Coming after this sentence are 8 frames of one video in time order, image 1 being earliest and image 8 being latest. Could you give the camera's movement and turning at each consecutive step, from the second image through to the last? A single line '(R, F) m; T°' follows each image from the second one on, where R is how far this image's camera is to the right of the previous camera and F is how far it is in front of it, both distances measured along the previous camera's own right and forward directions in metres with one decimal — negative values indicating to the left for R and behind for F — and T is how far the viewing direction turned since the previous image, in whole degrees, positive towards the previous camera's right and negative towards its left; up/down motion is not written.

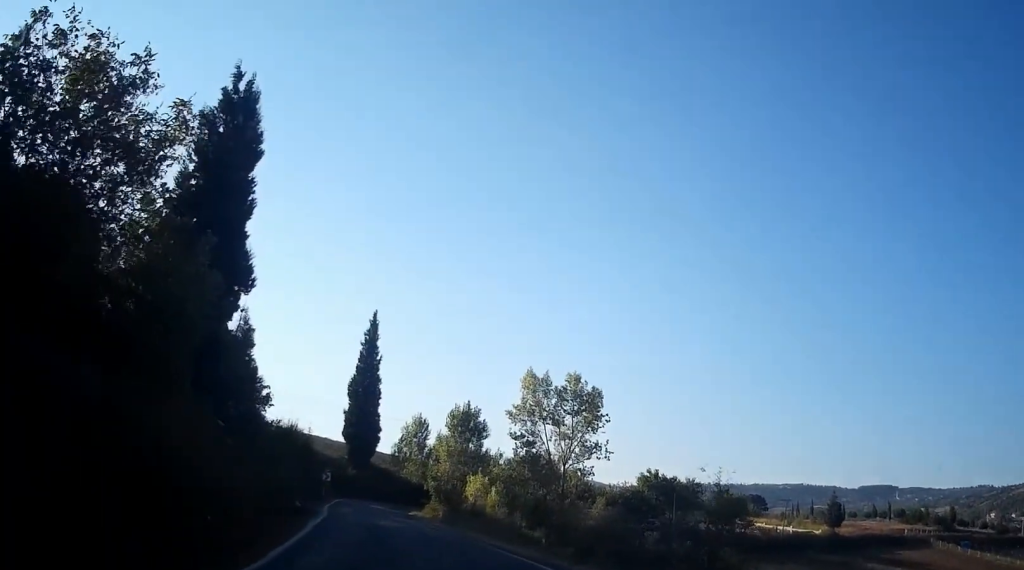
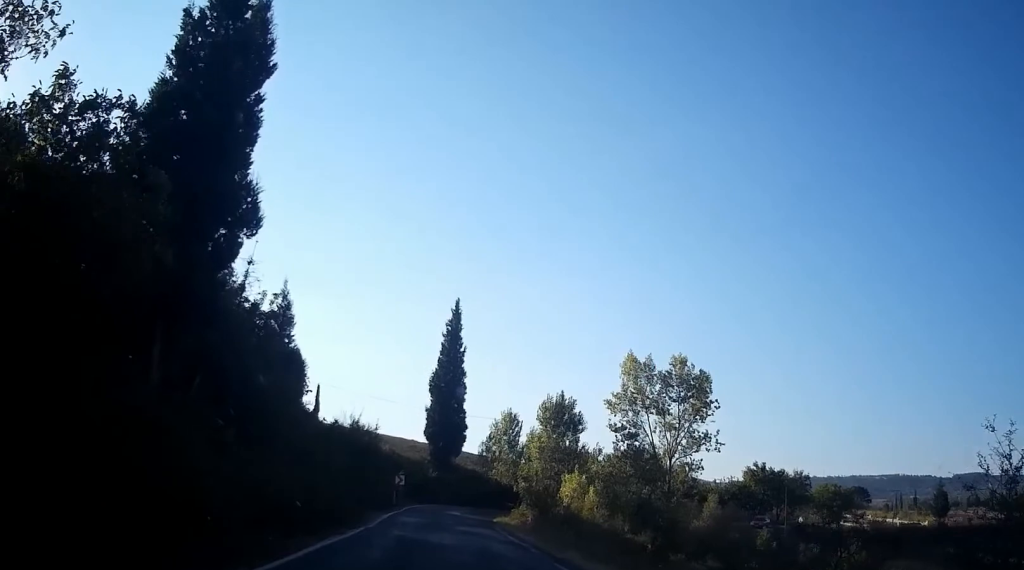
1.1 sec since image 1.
(-1.5, +11.1) m; -6°
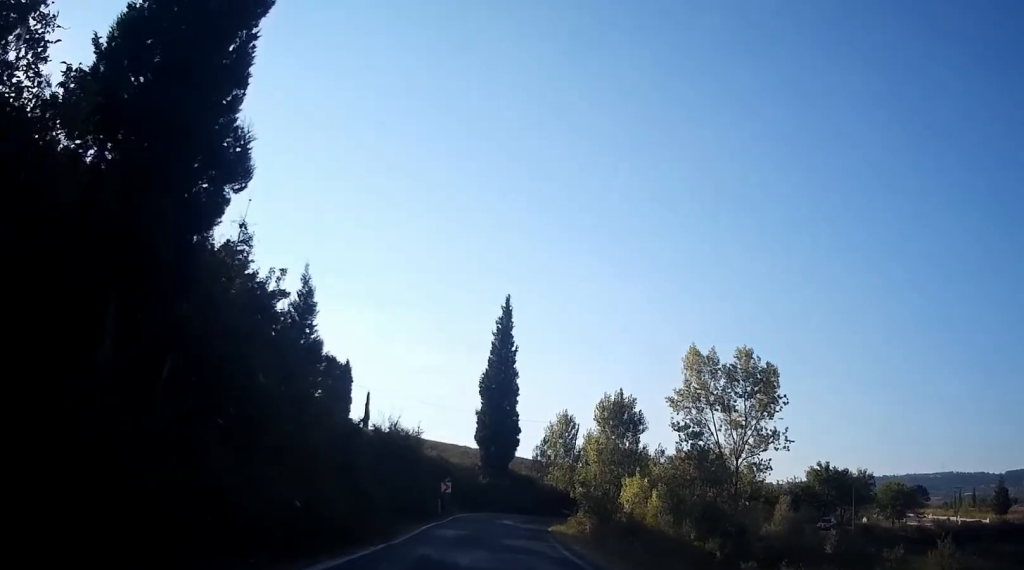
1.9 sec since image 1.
(+0.2, +8.3) m; 0°
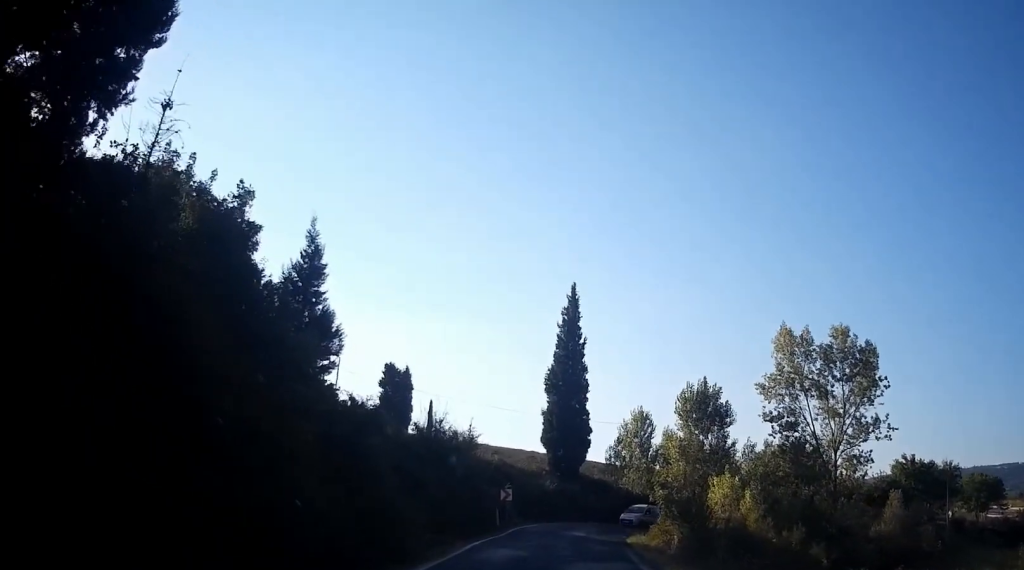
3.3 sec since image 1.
(-0.5, +15.9) m; -4°
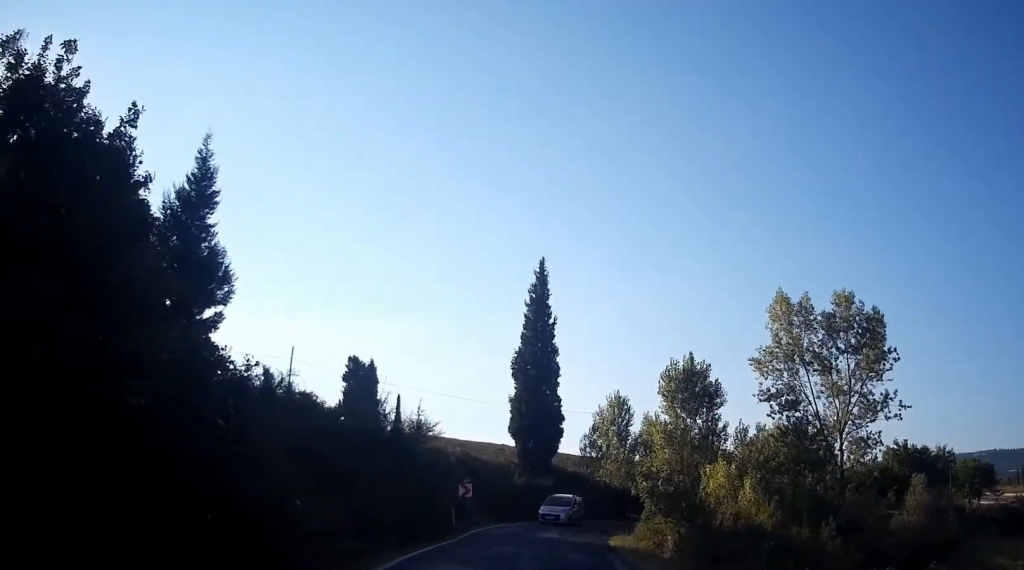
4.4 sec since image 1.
(-0.6, +12.5) m; -7°
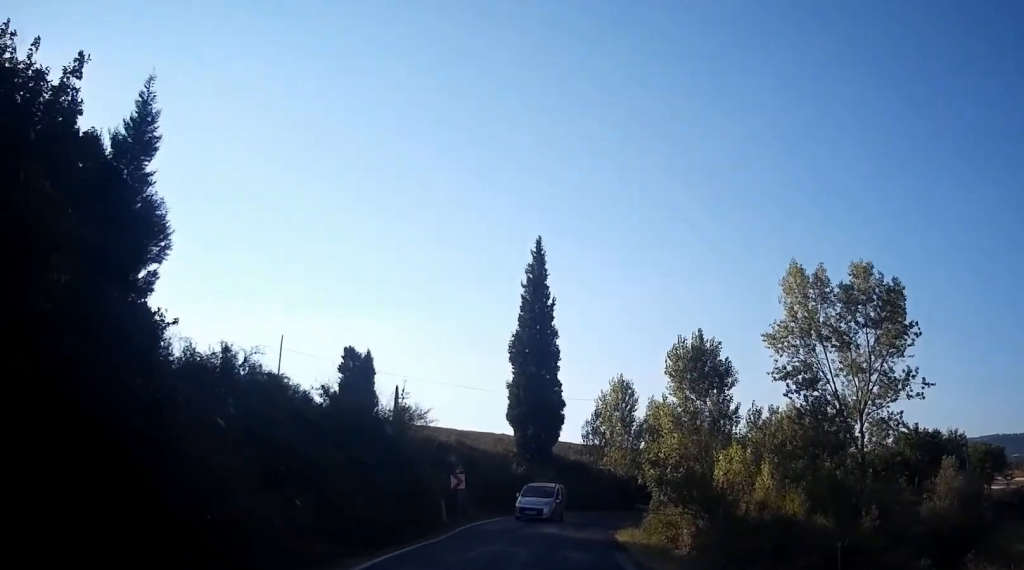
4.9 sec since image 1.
(-0.1, +5.7) m; -3°
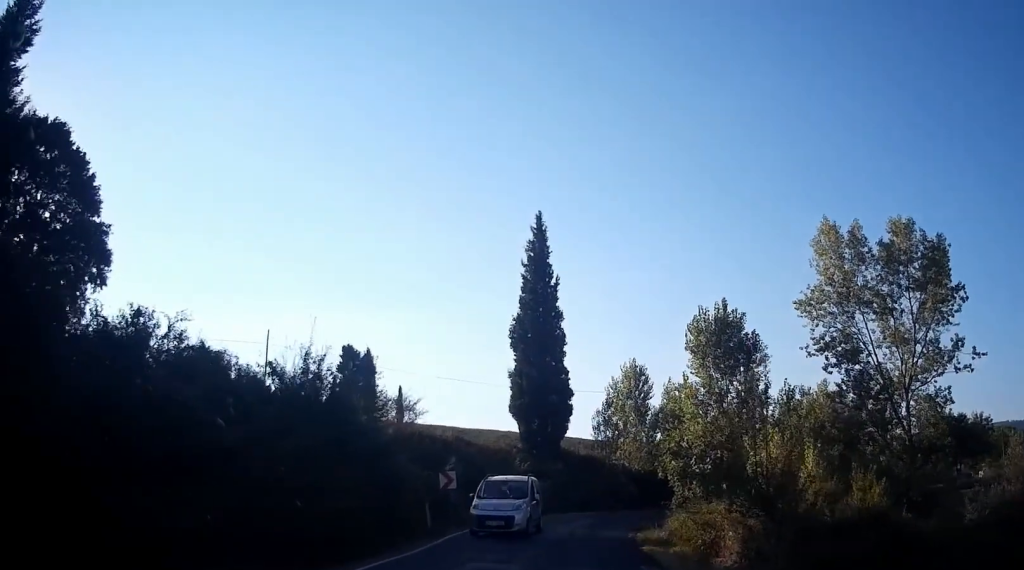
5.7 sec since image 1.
(-0.4, +9.1) m; -2°
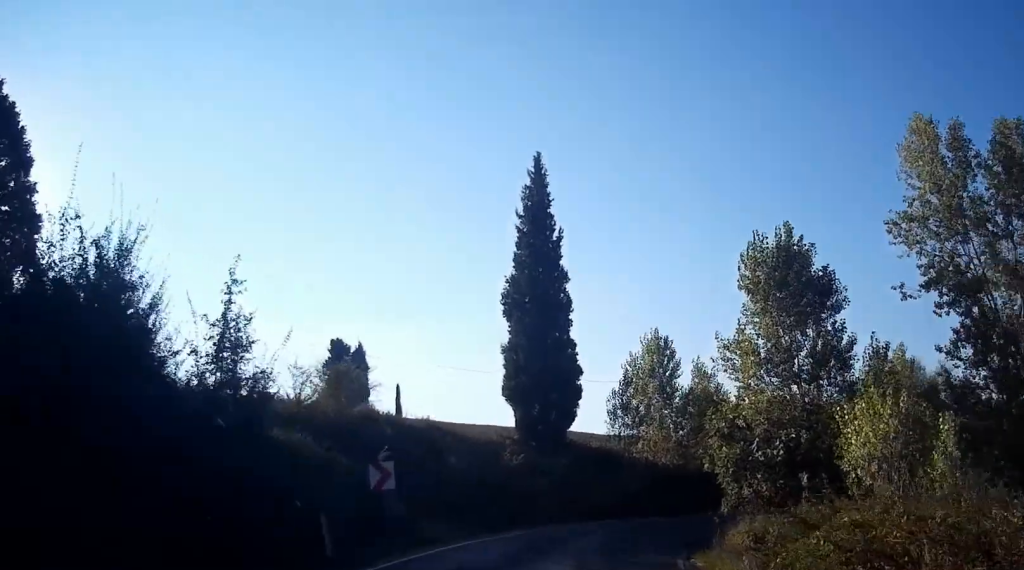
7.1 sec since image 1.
(0.0, +17.0) m; +2°
